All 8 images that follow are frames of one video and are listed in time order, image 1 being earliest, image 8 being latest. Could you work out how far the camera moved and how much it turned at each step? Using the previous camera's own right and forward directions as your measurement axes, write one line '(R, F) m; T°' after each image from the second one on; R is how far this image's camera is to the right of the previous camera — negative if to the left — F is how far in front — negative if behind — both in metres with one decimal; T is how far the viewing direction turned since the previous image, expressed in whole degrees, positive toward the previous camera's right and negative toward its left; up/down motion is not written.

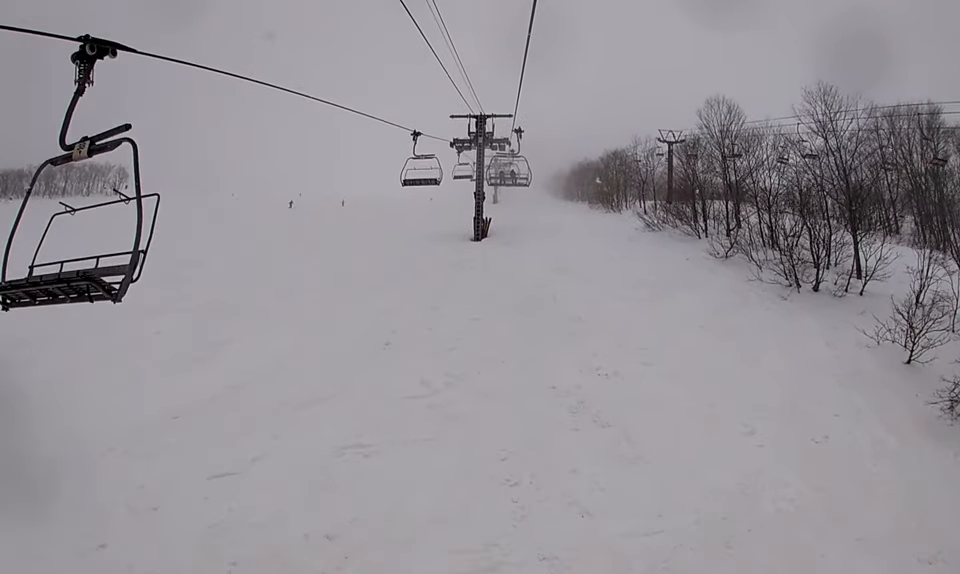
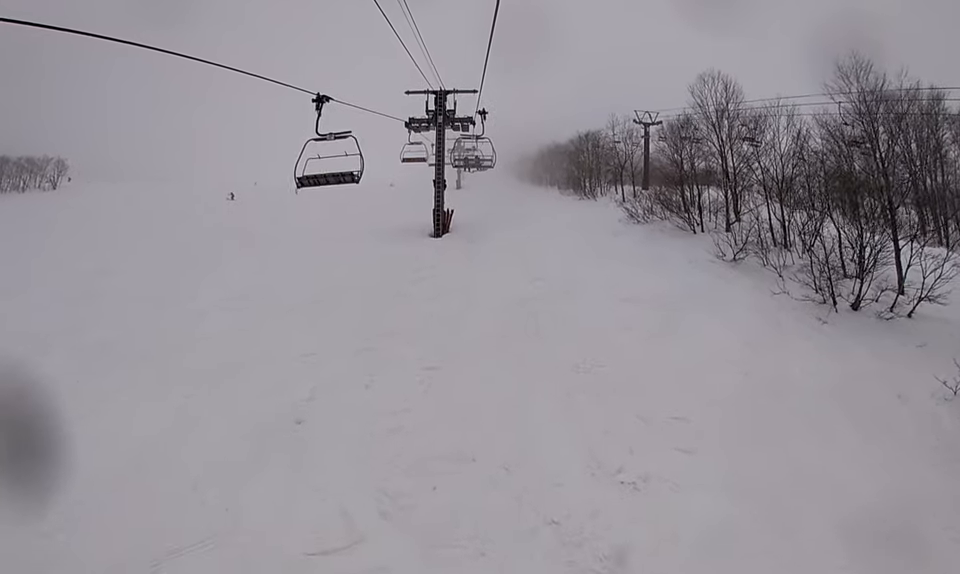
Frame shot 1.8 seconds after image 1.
(0.0, +4.9) m; 0°
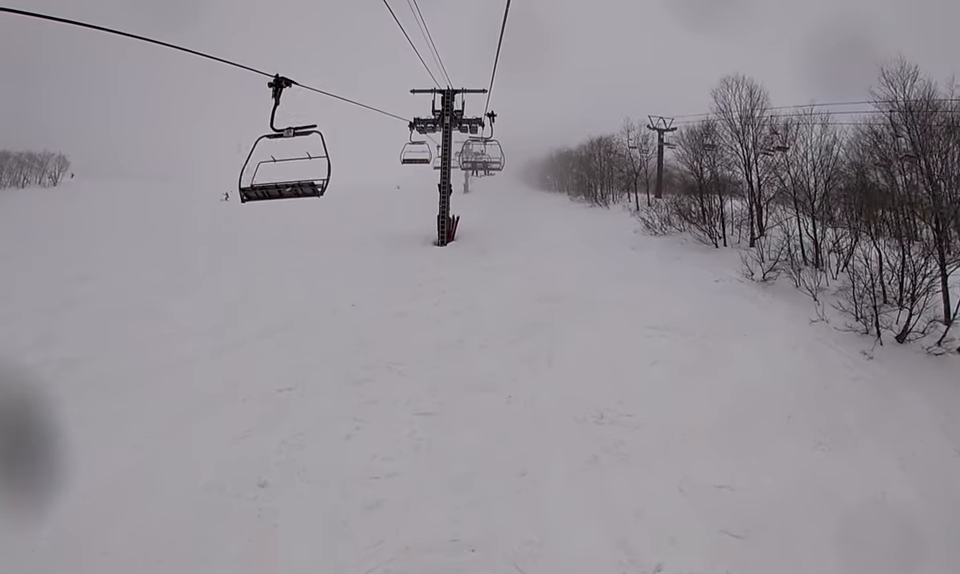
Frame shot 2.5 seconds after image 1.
(0.0, +2.1) m; 0°
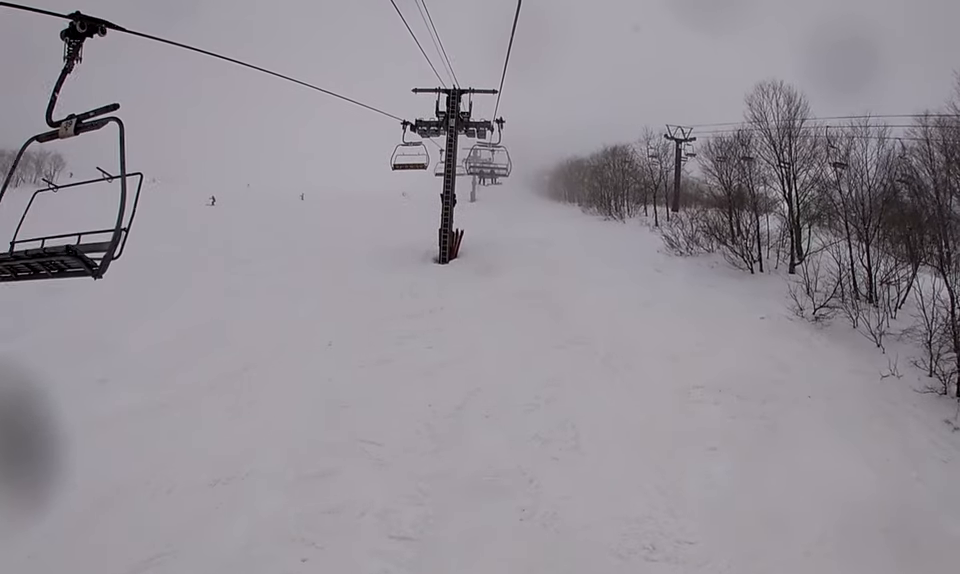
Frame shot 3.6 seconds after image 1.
(0.0, +3.4) m; 0°
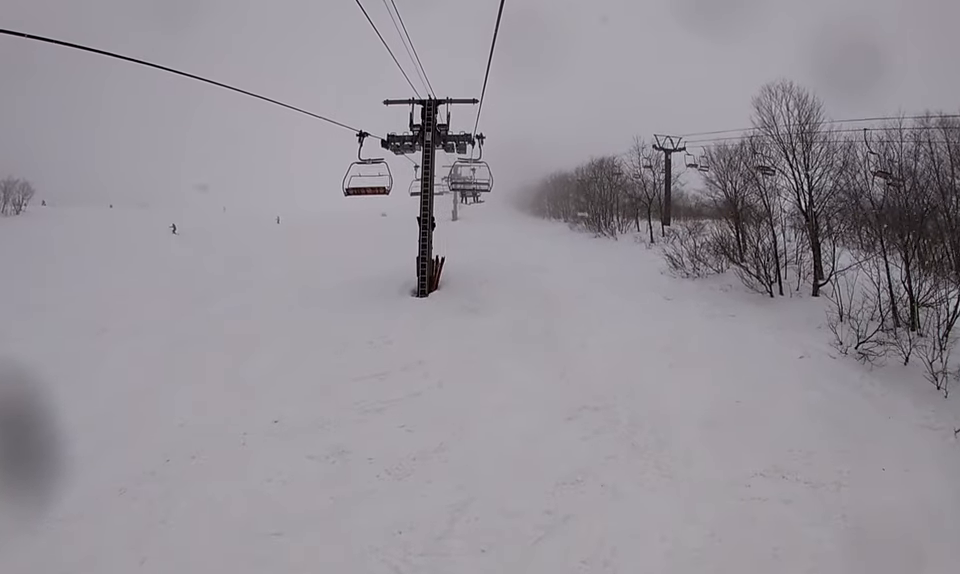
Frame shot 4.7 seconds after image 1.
(0.0, +3.1) m; 0°
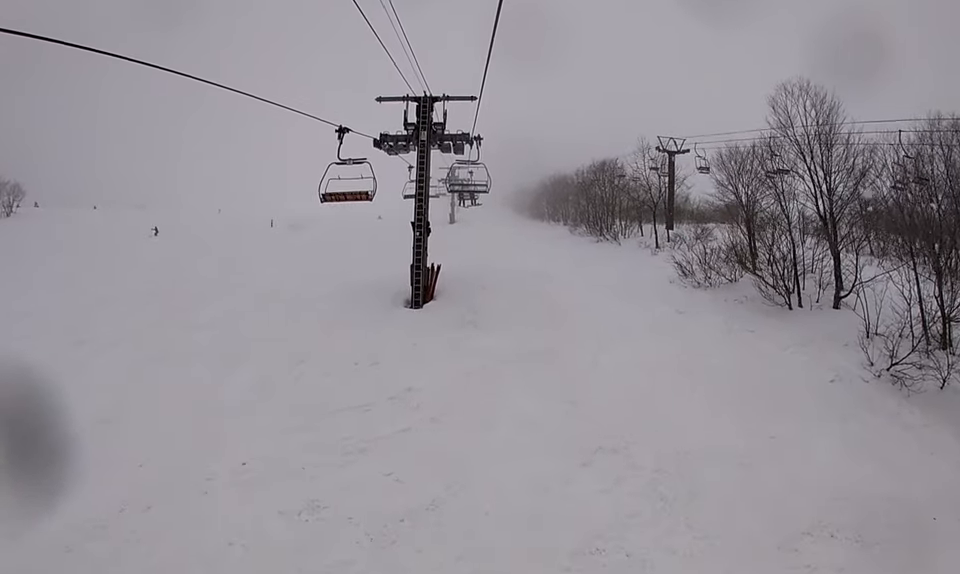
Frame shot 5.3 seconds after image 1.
(0.0, +1.5) m; 0°
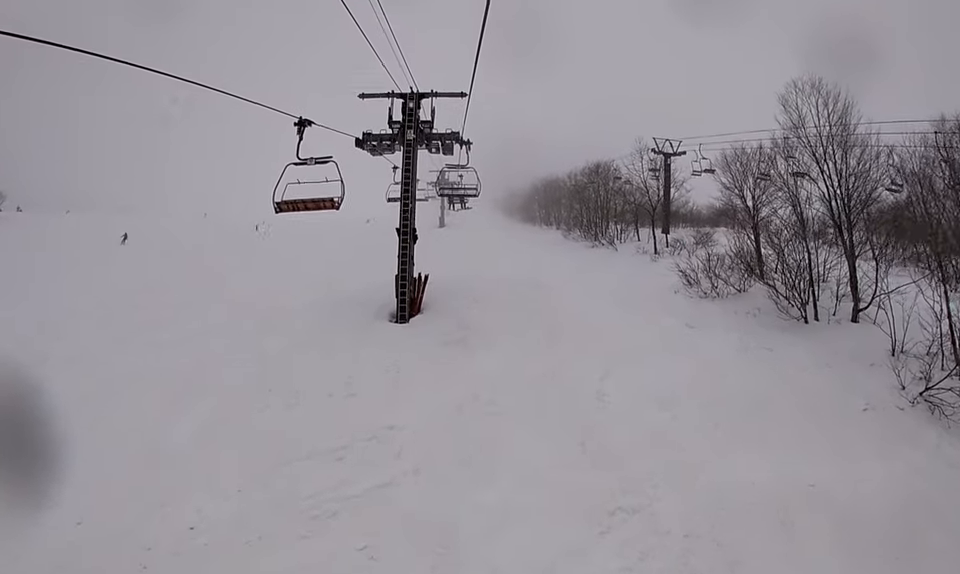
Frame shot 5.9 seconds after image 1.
(0.0, +1.6) m; 0°
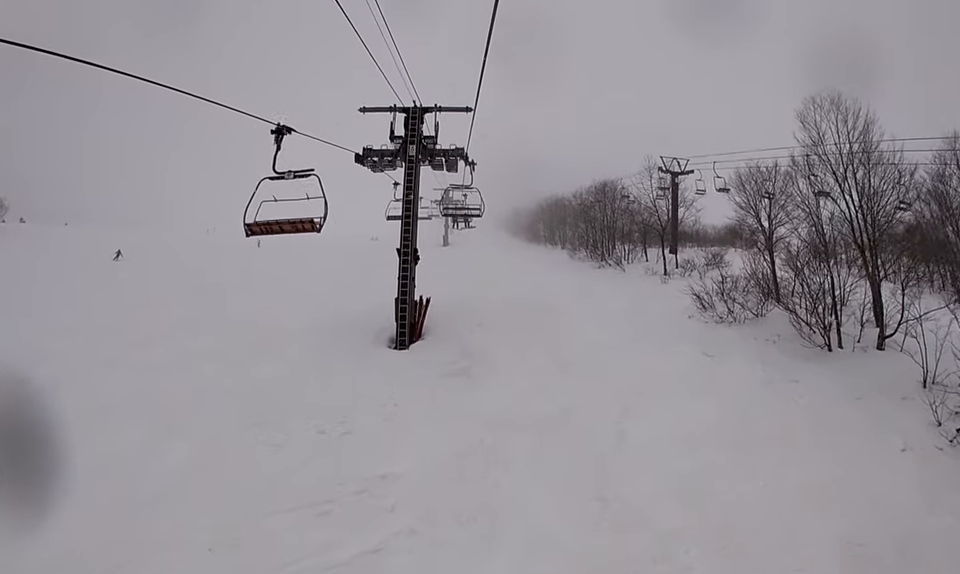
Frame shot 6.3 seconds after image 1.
(0.0, +1.1) m; 0°
